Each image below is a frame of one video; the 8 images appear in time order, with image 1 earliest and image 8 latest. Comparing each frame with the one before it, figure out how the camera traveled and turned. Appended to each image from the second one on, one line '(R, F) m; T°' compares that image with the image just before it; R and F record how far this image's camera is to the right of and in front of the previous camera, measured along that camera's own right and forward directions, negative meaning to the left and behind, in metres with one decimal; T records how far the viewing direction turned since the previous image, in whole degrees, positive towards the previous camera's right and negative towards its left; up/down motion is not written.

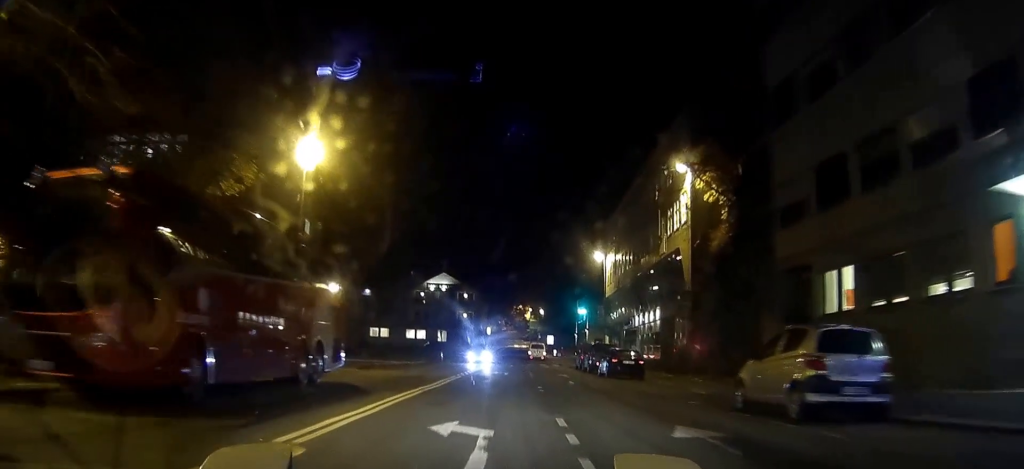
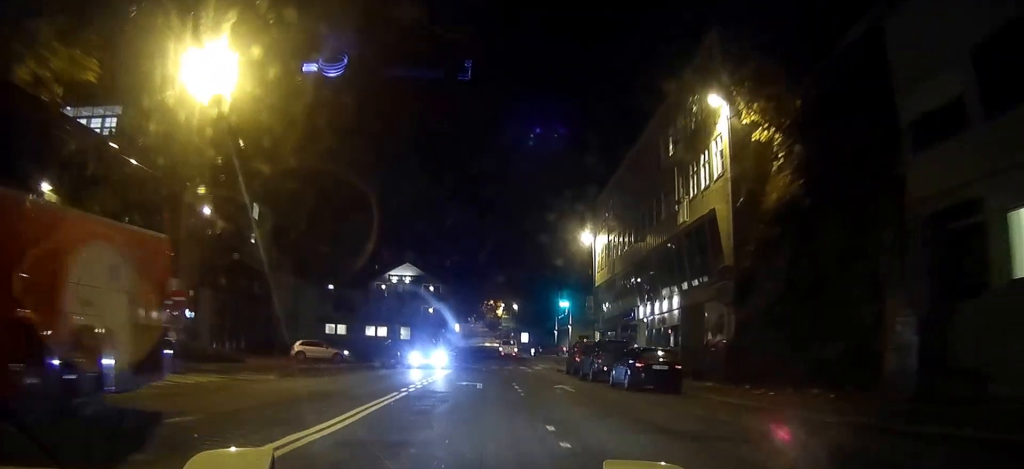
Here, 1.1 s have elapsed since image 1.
(0.0, +10.3) m; 0°
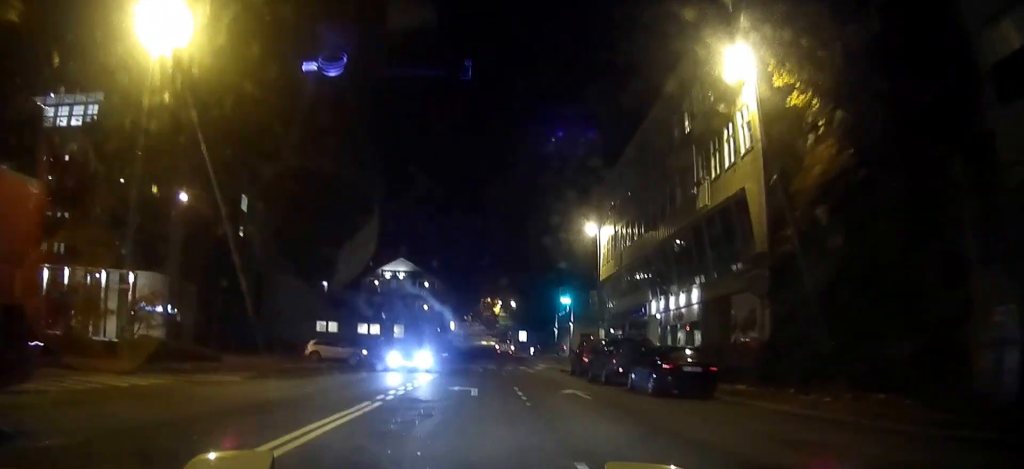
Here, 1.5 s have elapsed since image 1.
(0.0, +3.7) m; 0°
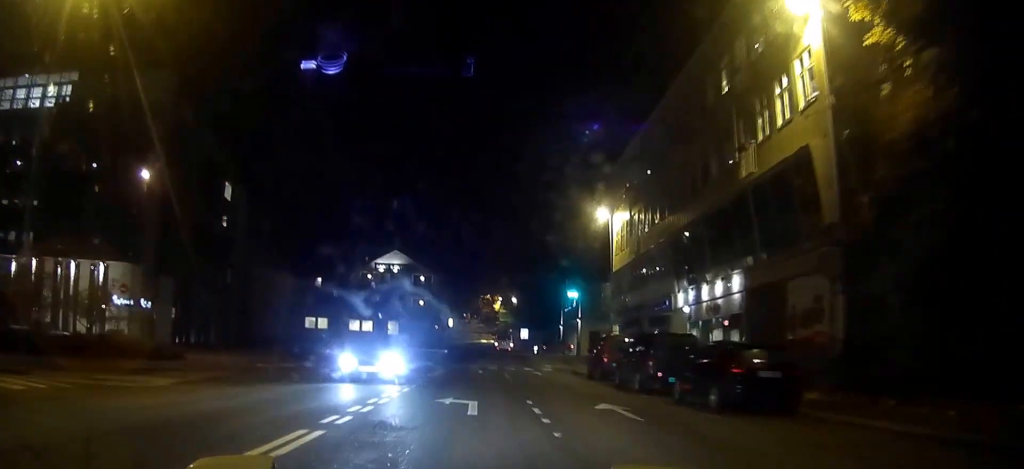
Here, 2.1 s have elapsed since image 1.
(0.0, +5.3) m; 0°
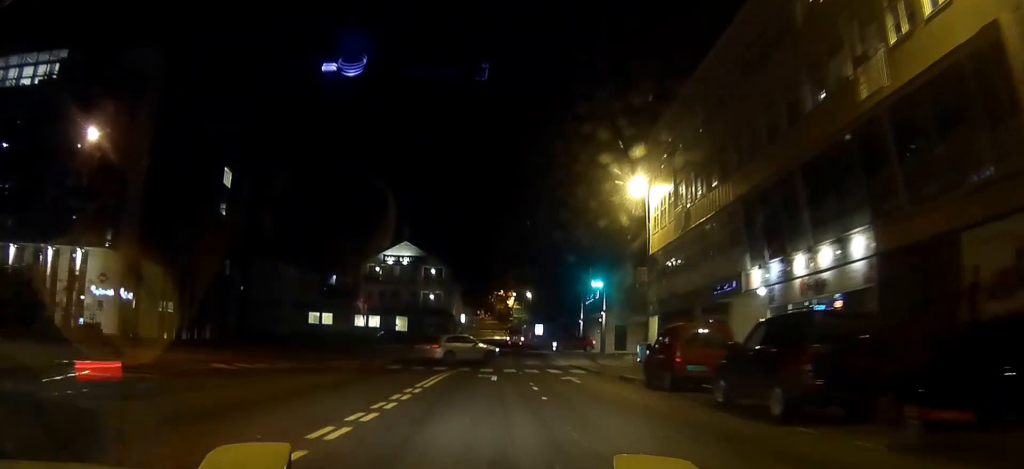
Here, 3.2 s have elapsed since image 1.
(-0.1, +10.5) m; -1°
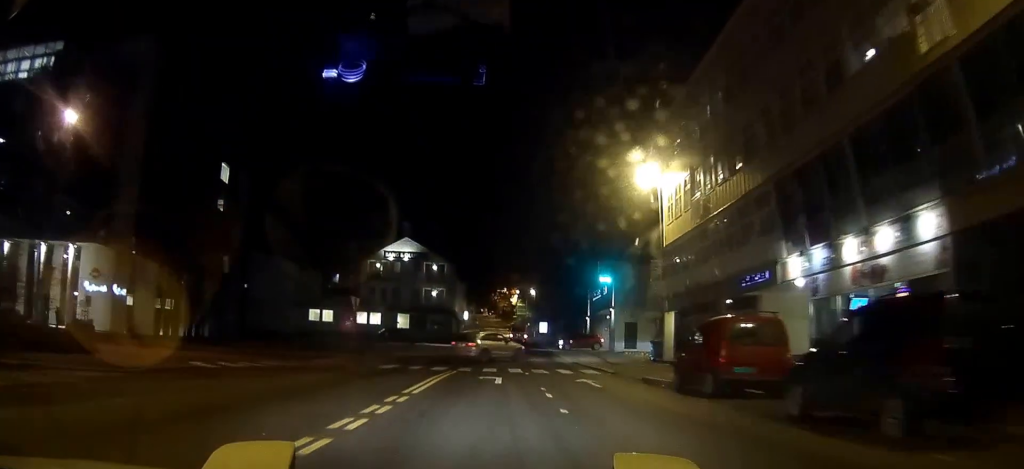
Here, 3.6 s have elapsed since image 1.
(0.0, +3.7) m; 0°
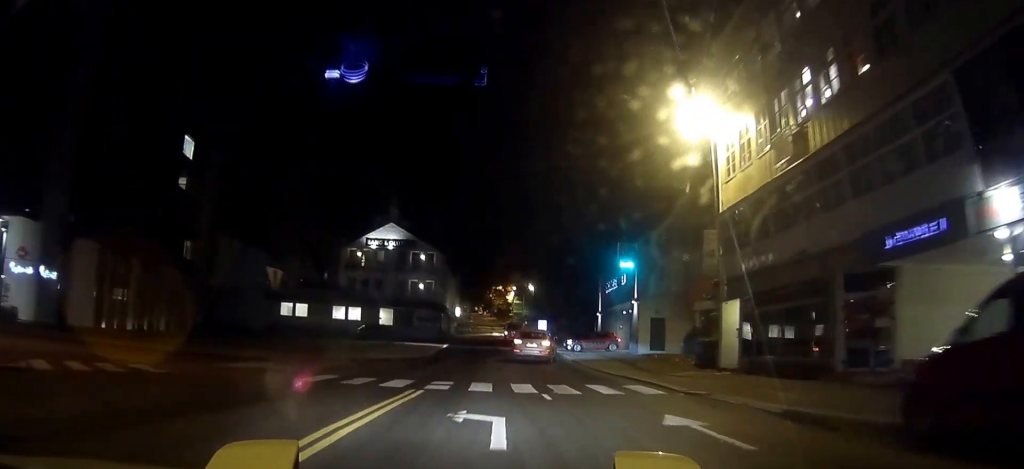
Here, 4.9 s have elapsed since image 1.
(0.0, +12.1) m; 0°
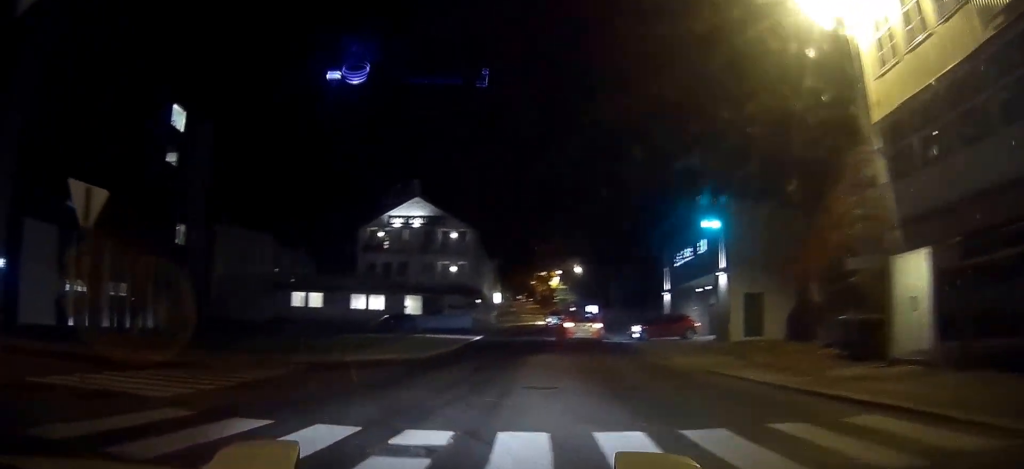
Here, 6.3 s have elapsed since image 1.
(0.0, +12.3) m; -8°
